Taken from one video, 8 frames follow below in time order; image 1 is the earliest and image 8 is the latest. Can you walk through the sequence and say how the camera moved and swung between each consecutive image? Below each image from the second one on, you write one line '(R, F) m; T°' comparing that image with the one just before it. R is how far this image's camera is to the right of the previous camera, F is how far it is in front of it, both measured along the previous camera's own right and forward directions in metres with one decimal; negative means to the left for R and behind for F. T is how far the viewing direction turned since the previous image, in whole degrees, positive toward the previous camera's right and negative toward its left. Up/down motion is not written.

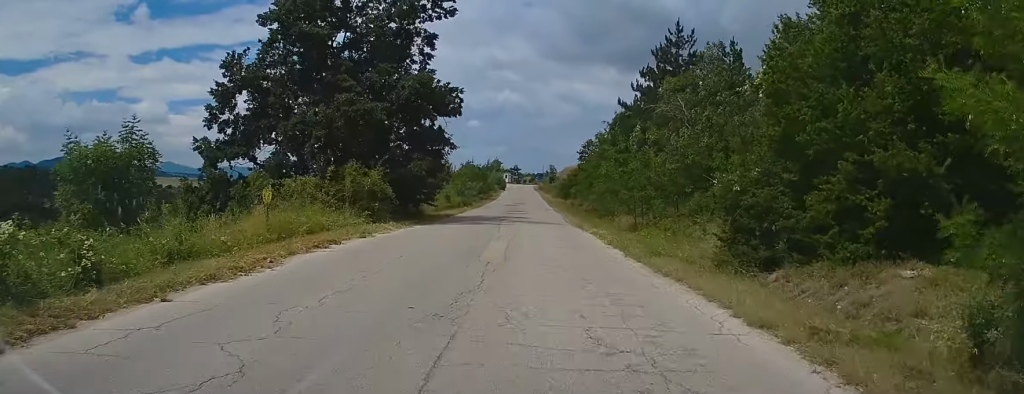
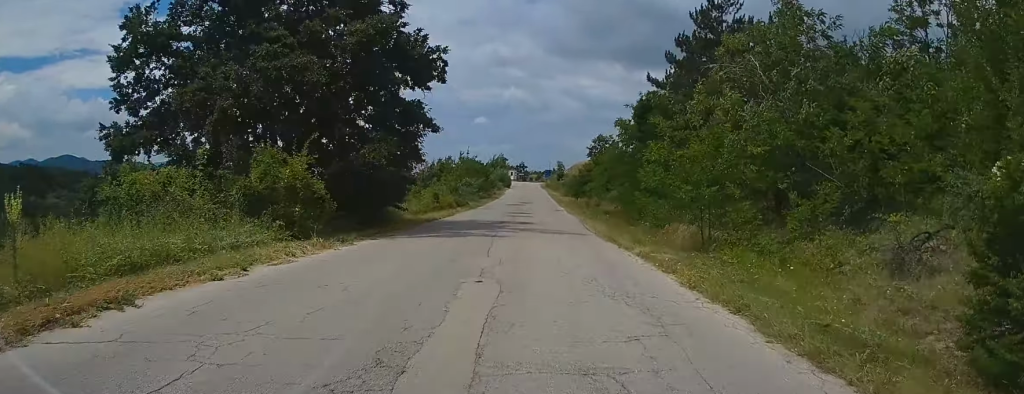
(-0.1, +8.7) m; -1°
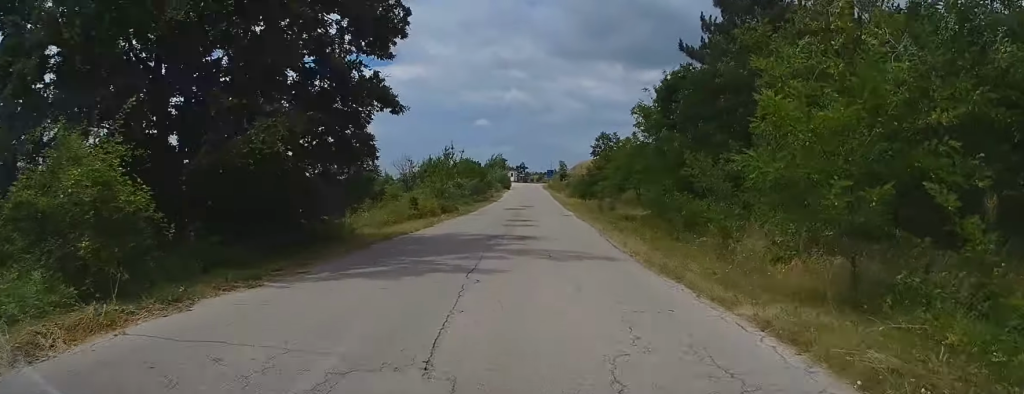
(-0.1, +7.6) m; -1°
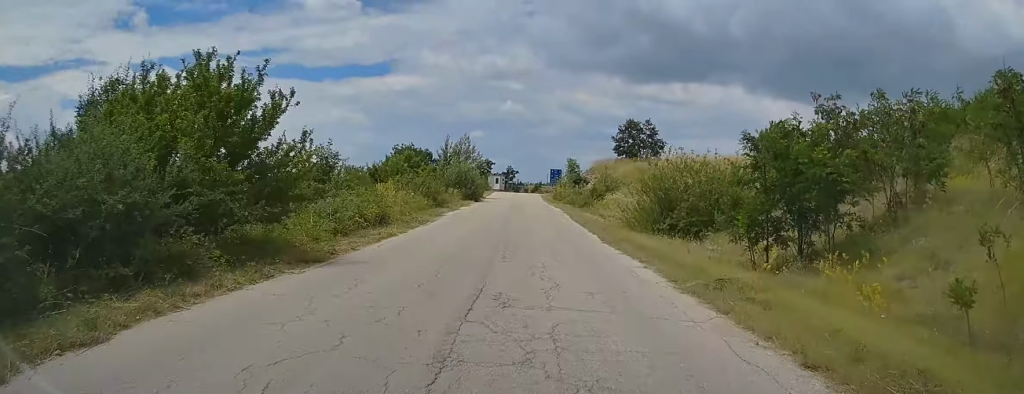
(-0.2, +51.5) m; 0°
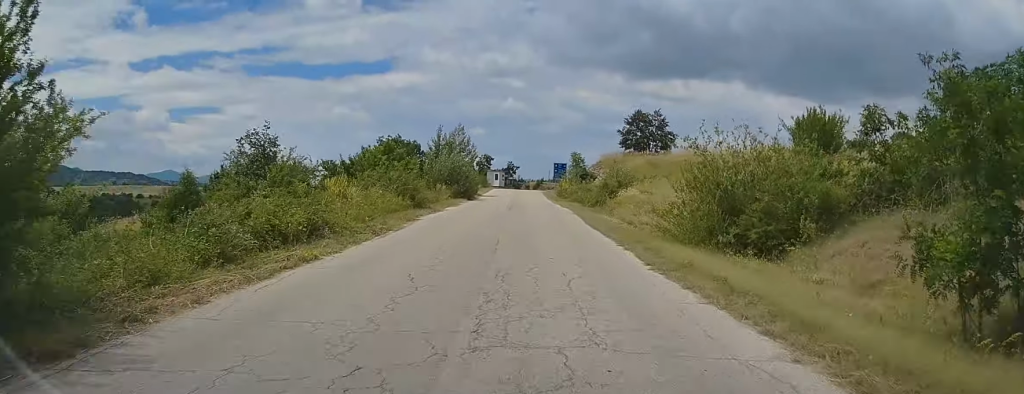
(0.0, +7.0) m; 0°
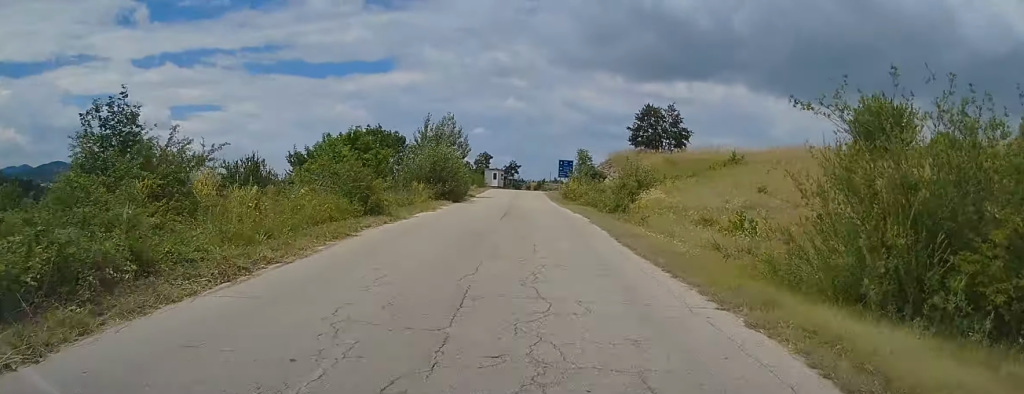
(-0.1, +8.5) m; 0°
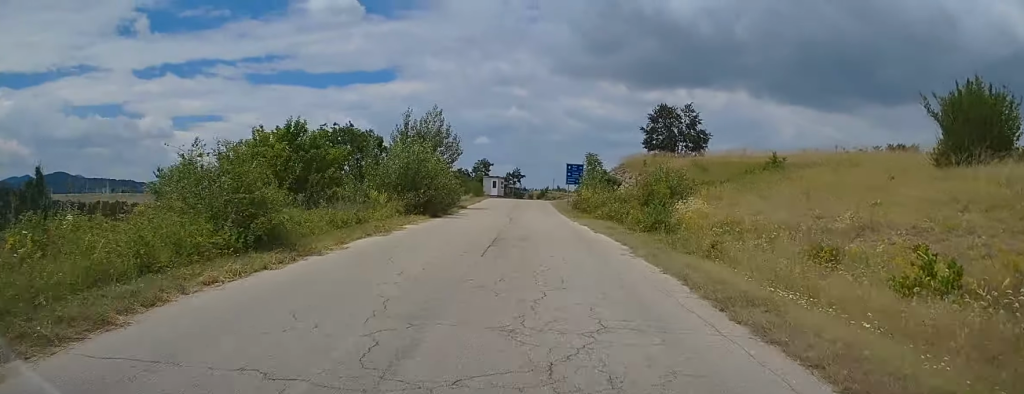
(+0.1, +8.6) m; 0°
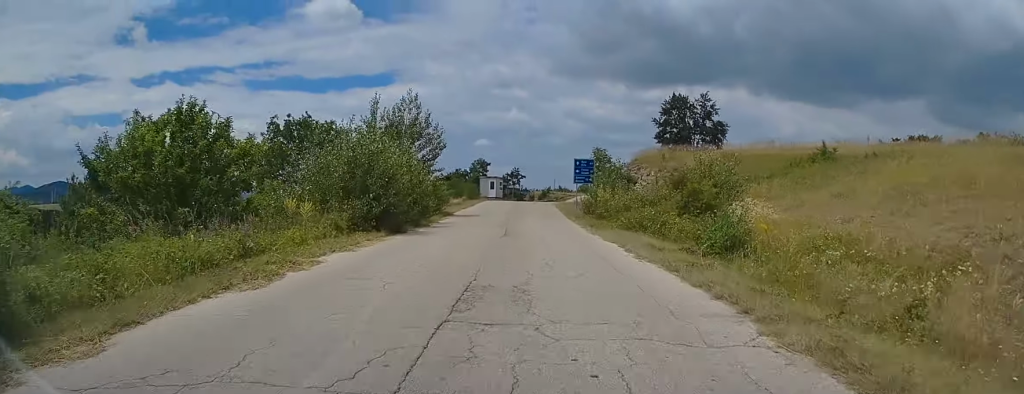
(0.0, +7.9) m; 0°
